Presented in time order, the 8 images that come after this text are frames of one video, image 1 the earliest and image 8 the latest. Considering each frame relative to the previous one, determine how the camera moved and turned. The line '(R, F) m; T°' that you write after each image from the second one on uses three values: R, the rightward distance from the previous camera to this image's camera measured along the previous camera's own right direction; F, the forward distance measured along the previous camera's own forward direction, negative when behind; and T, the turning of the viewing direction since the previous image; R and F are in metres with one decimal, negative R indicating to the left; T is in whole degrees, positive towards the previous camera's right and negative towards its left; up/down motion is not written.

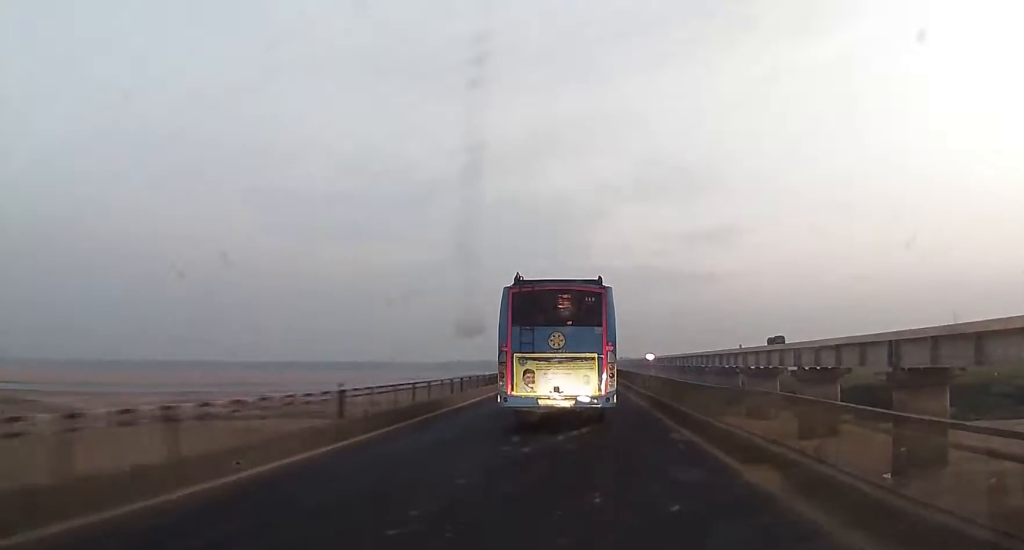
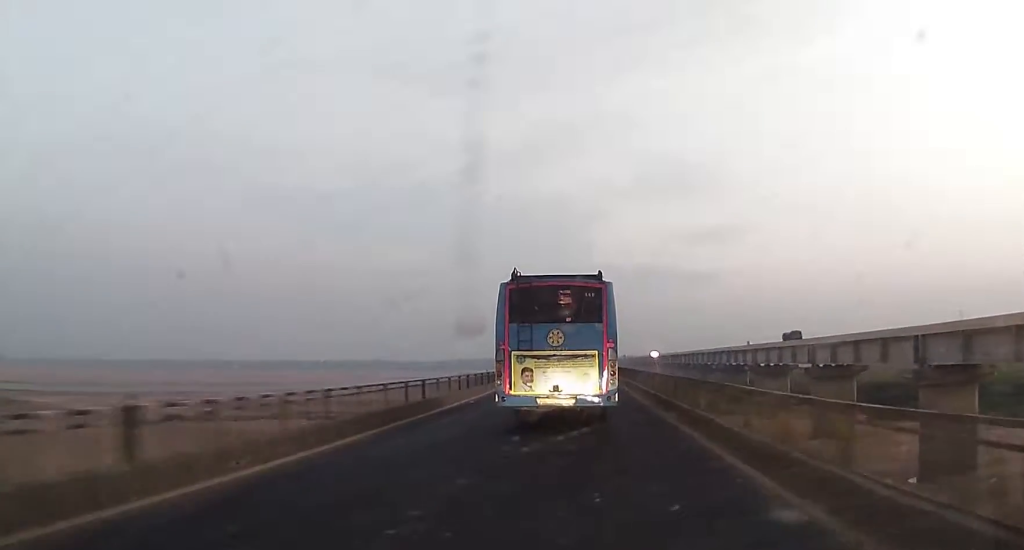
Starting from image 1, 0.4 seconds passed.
(0.0, +8.1) m; 0°
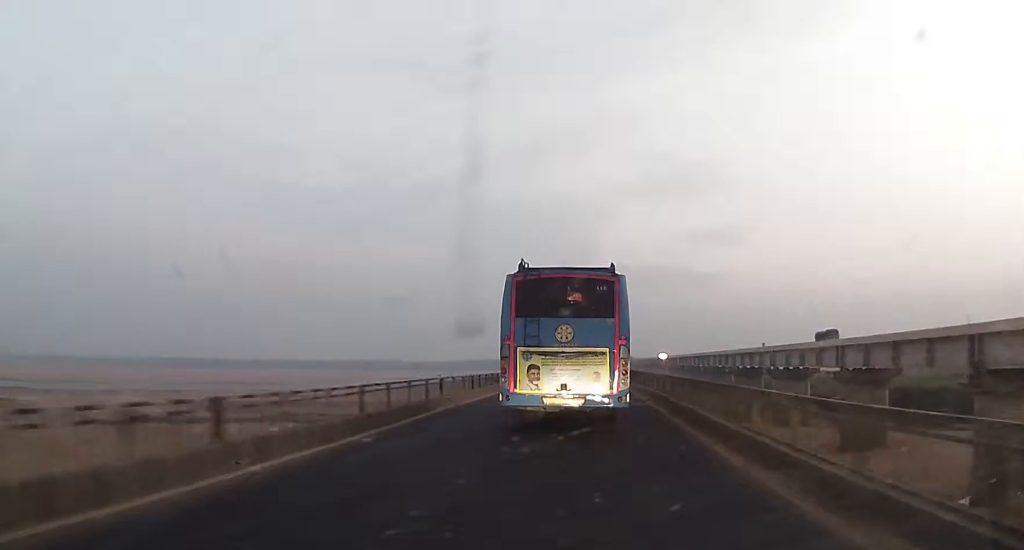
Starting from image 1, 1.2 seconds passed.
(0.0, +14.2) m; 0°
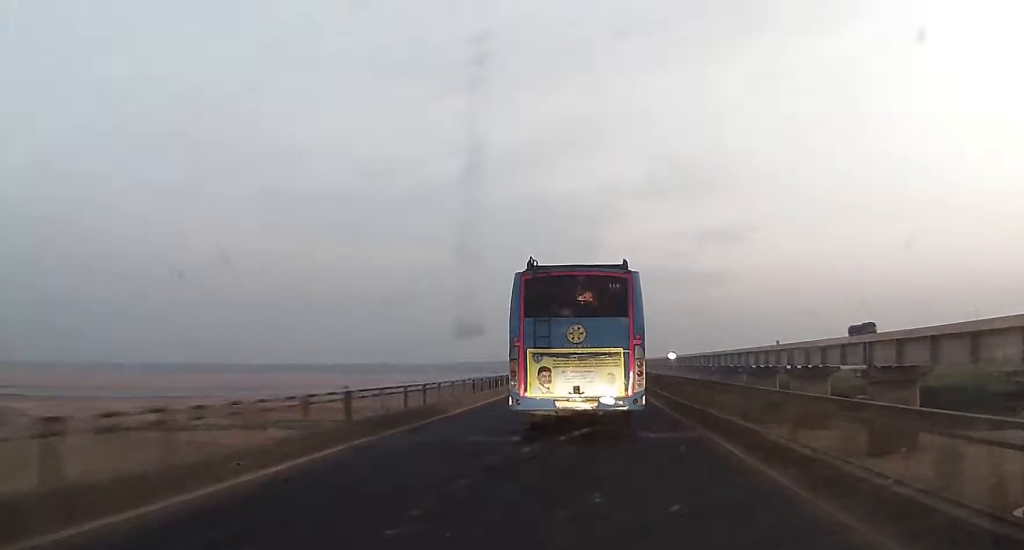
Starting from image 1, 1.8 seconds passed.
(0.0, +11.1) m; 0°
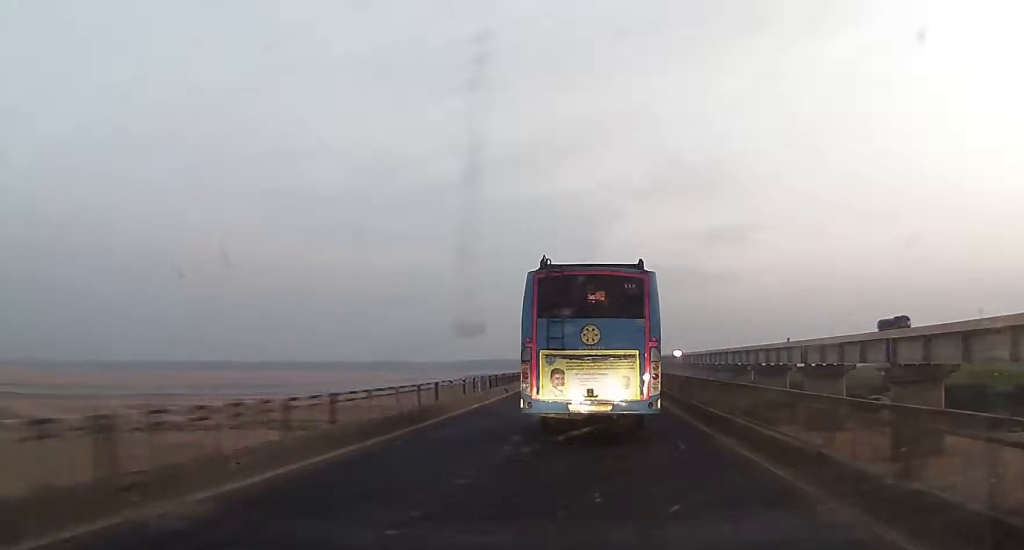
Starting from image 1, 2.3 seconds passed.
(0.0, +8.6) m; 0°
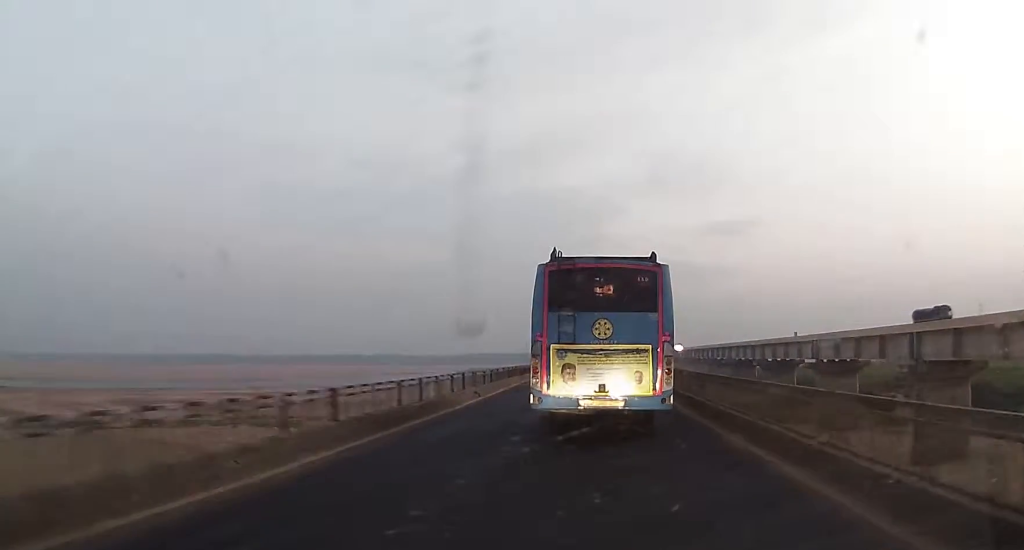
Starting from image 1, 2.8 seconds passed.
(+0.1, +9.8) m; -1°
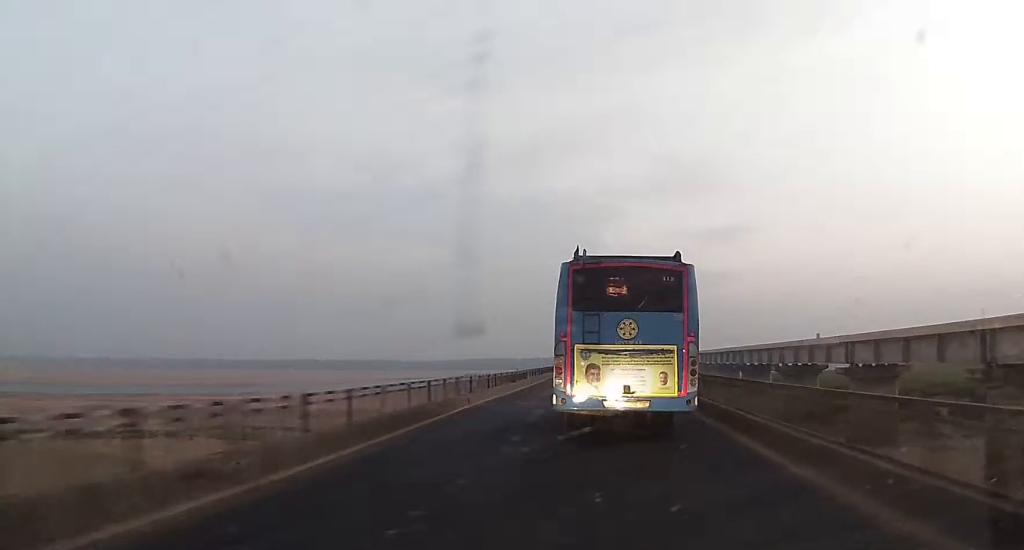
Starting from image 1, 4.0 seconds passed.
(-0.5, +21.4) m; -2°
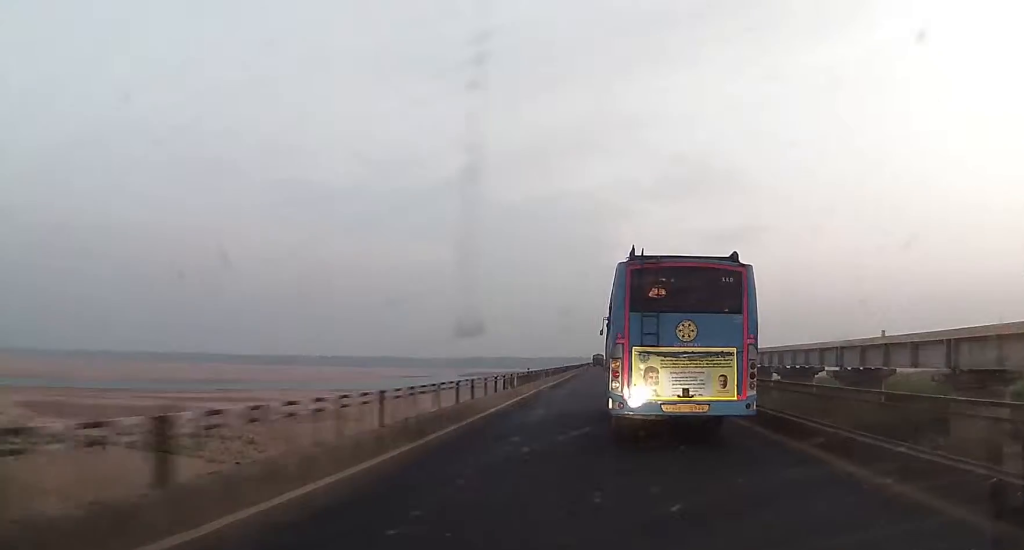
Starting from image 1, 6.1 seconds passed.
(+1.2, +36.0) m; +1°
